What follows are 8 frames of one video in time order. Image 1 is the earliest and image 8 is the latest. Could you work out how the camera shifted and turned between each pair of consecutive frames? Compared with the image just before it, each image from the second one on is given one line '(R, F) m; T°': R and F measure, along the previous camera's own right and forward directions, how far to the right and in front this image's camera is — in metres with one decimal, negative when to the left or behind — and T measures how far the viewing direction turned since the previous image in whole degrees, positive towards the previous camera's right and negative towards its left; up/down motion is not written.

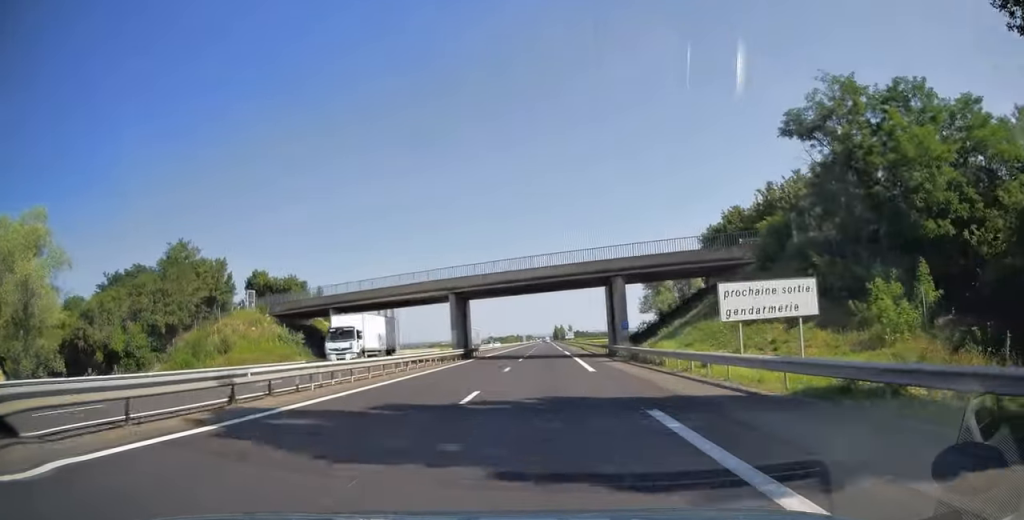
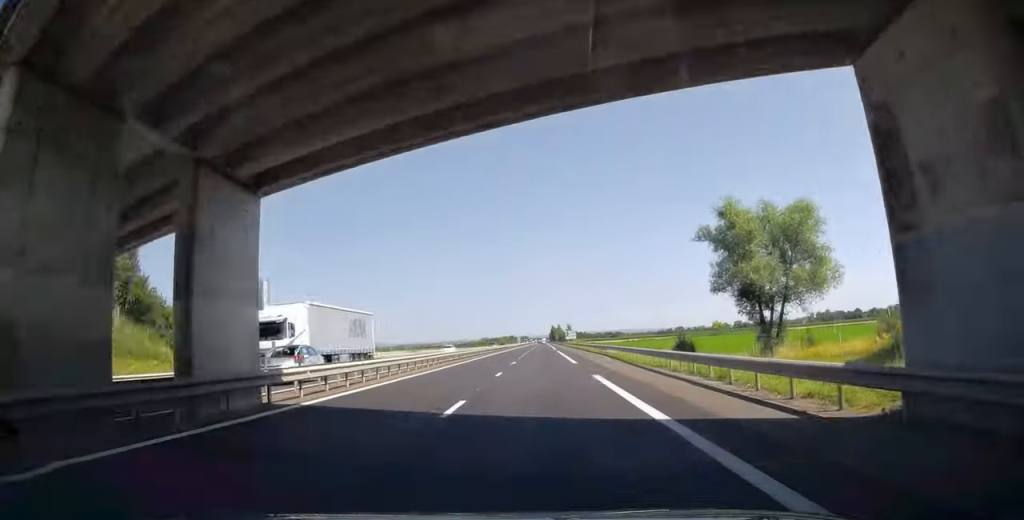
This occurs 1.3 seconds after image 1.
(0.0, +41.1) m; 0°
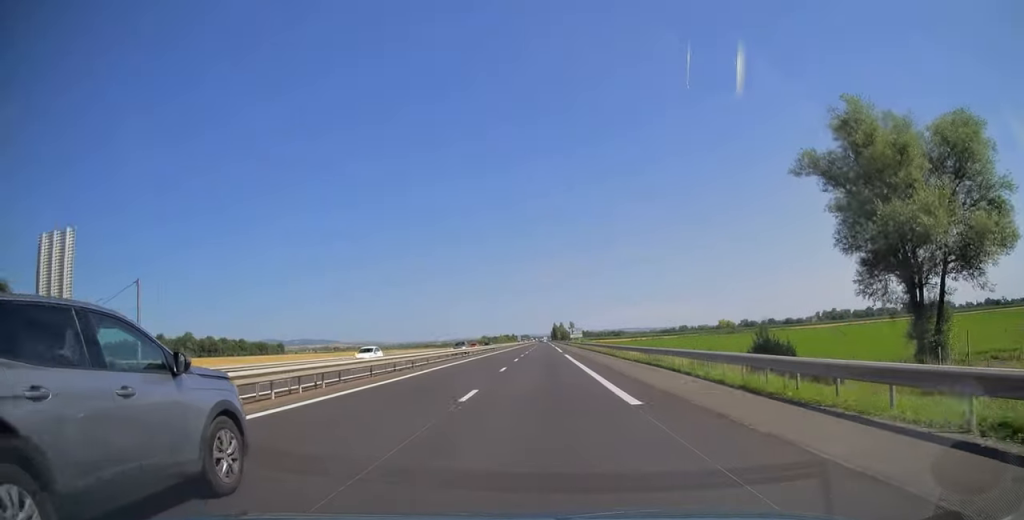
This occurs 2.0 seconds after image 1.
(0.0, +22.9) m; 0°
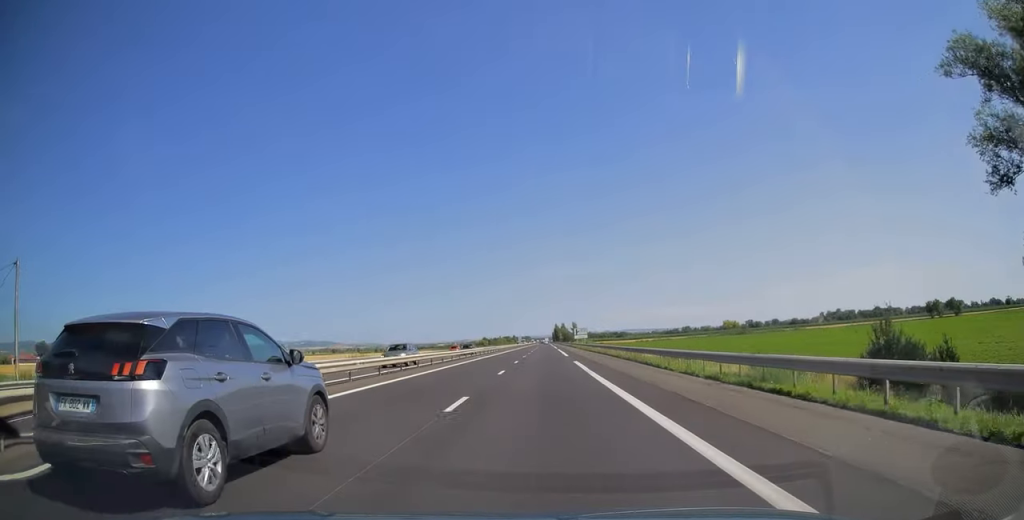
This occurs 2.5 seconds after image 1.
(0.0, +15.0) m; 0°
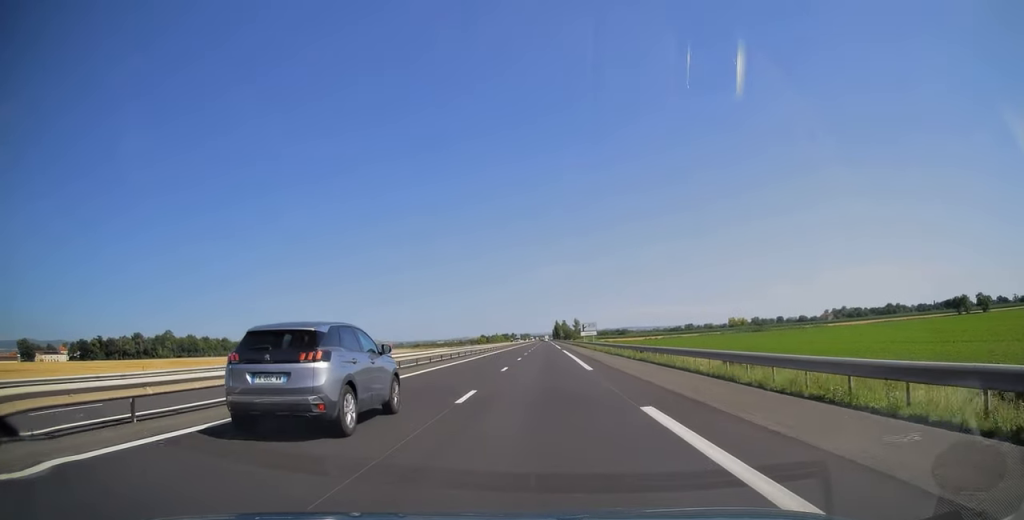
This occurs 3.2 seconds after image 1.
(0.0, +24.5) m; 0°
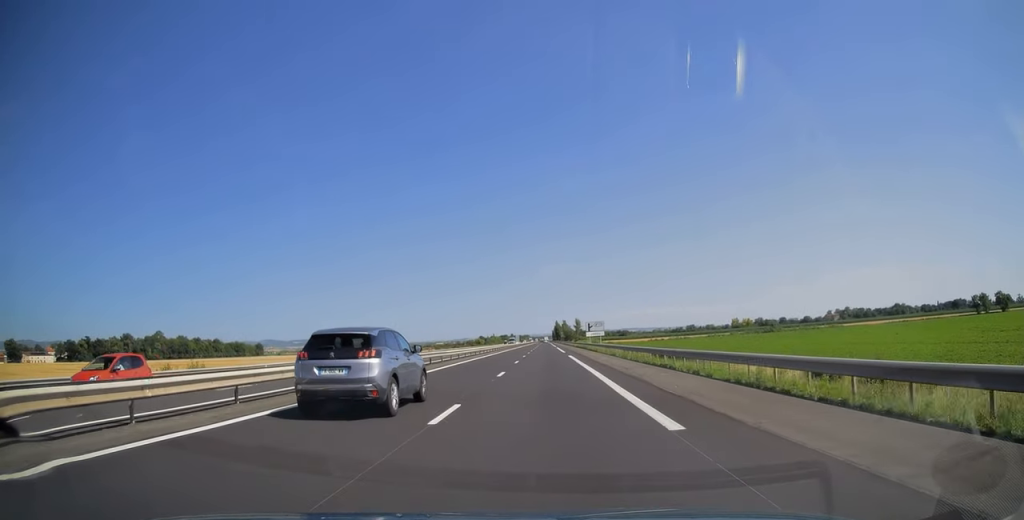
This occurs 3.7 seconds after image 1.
(0.0, +16.0) m; 0°
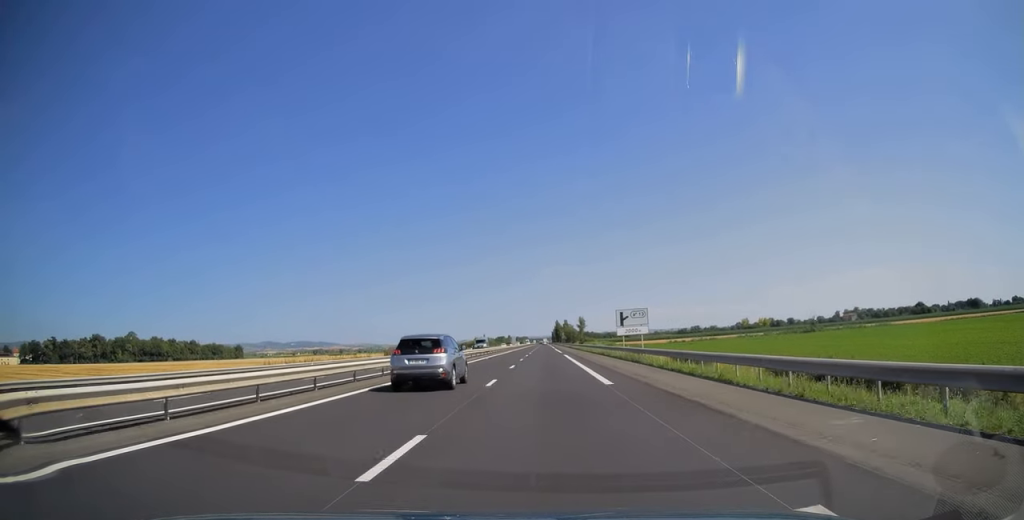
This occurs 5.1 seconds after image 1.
(0.0, +42.8) m; 0°
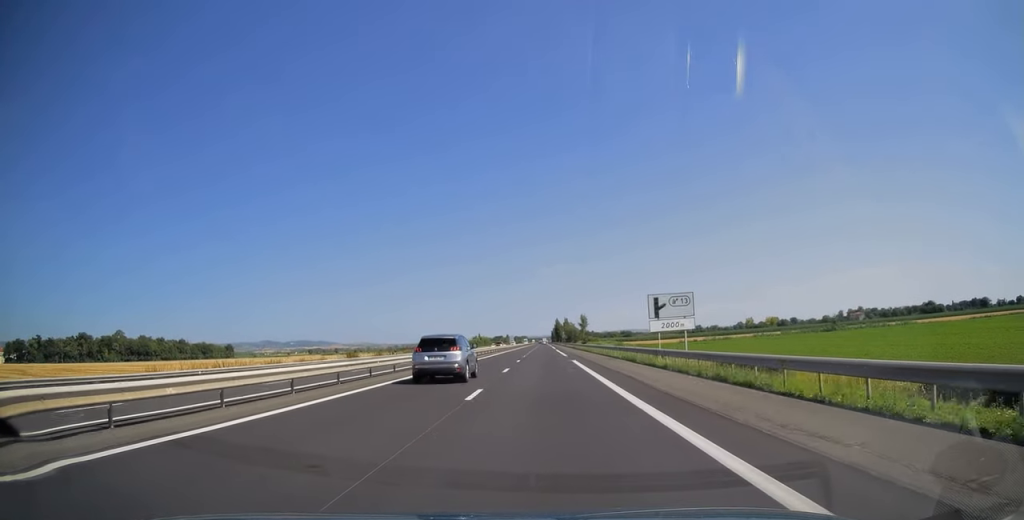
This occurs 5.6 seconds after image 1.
(0.0, +17.7) m; 0°
